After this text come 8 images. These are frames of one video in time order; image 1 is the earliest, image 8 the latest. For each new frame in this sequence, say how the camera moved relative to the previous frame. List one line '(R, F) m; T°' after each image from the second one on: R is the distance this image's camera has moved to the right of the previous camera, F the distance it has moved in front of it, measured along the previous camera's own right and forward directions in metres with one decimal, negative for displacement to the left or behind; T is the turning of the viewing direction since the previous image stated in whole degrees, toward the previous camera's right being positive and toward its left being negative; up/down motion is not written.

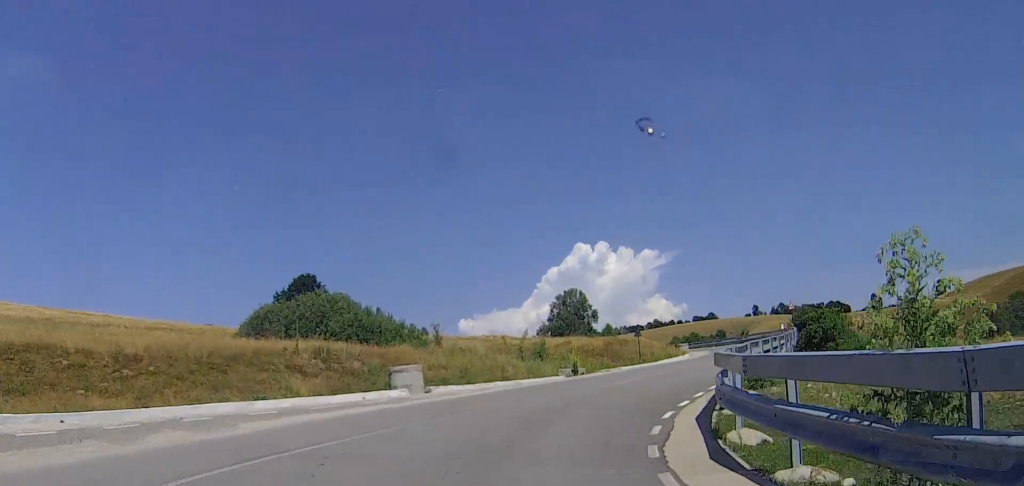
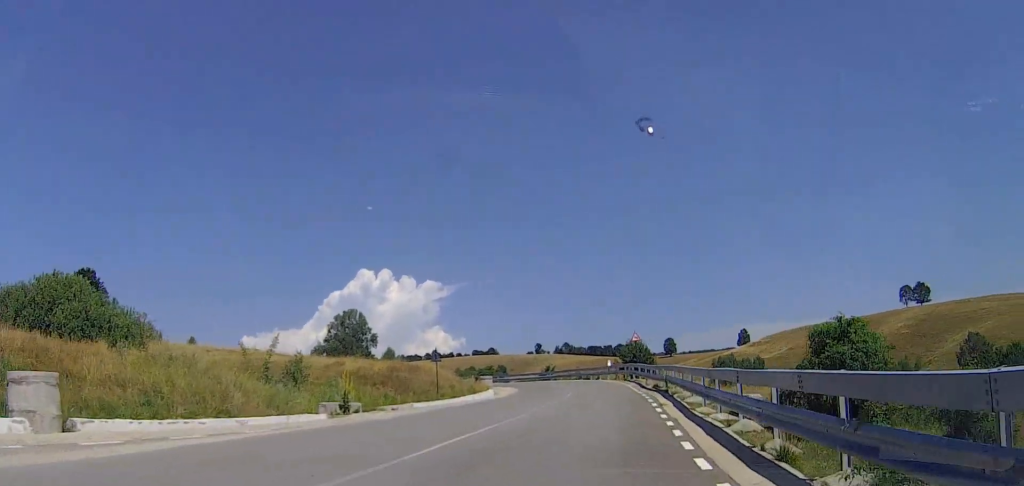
(+1.4, +11.1) m; +16°
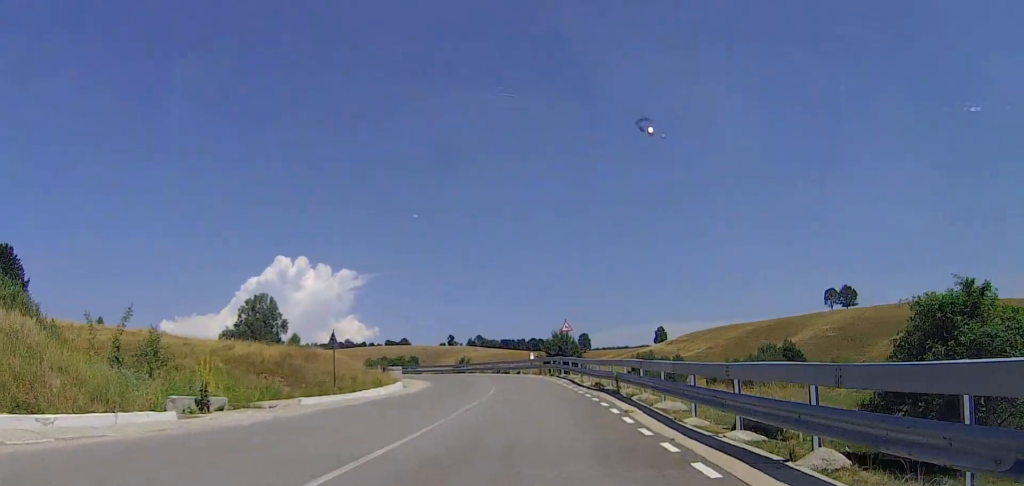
(+0.3, +5.1) m; +7°
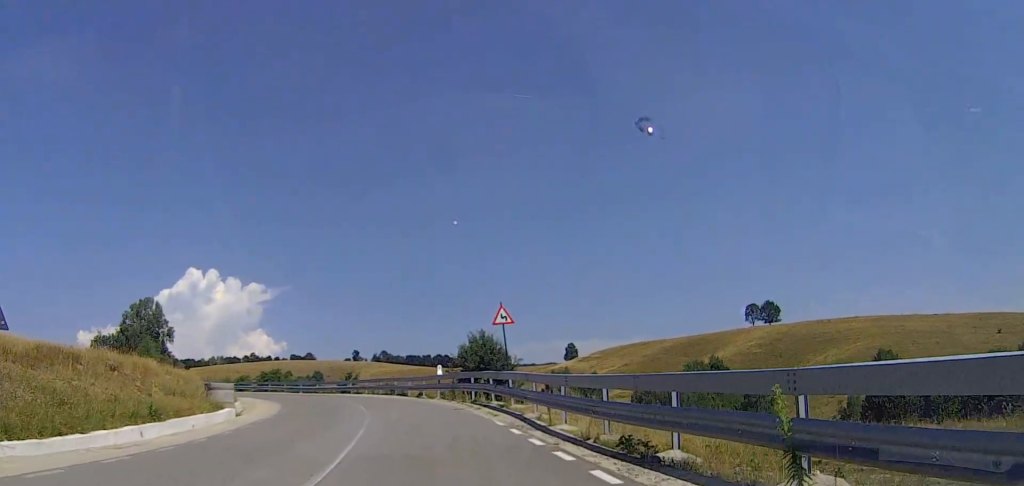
(+1.5, +15.0) m; +6°
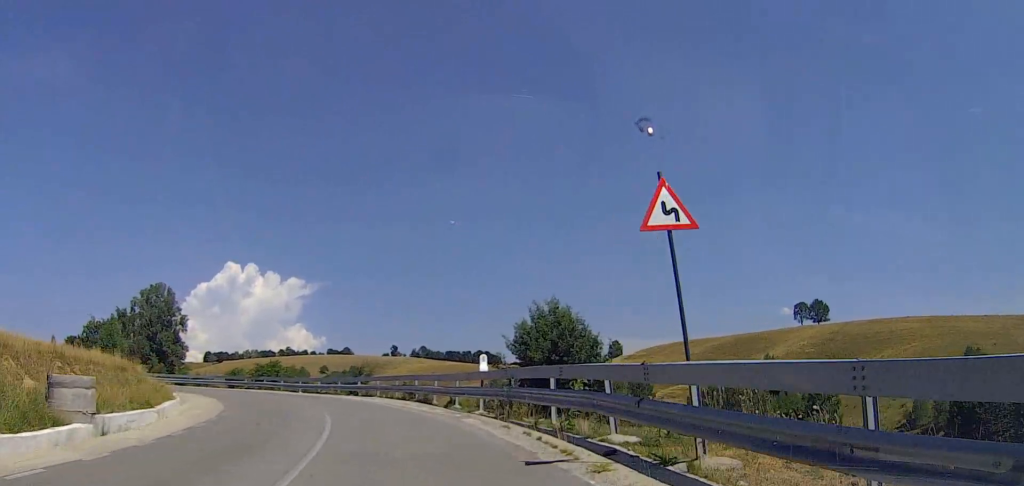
(0.0, +13.0) m; 0°
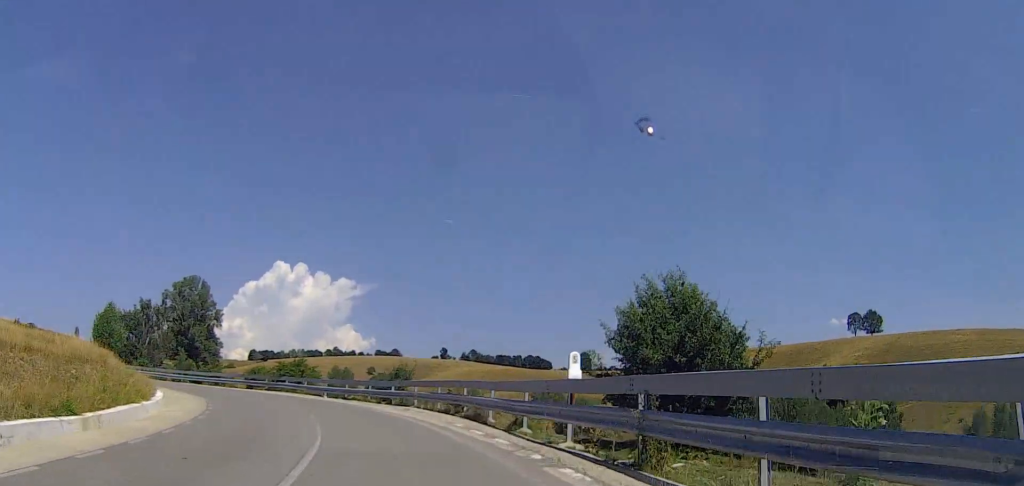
(0.0, +6.7) m; -1°
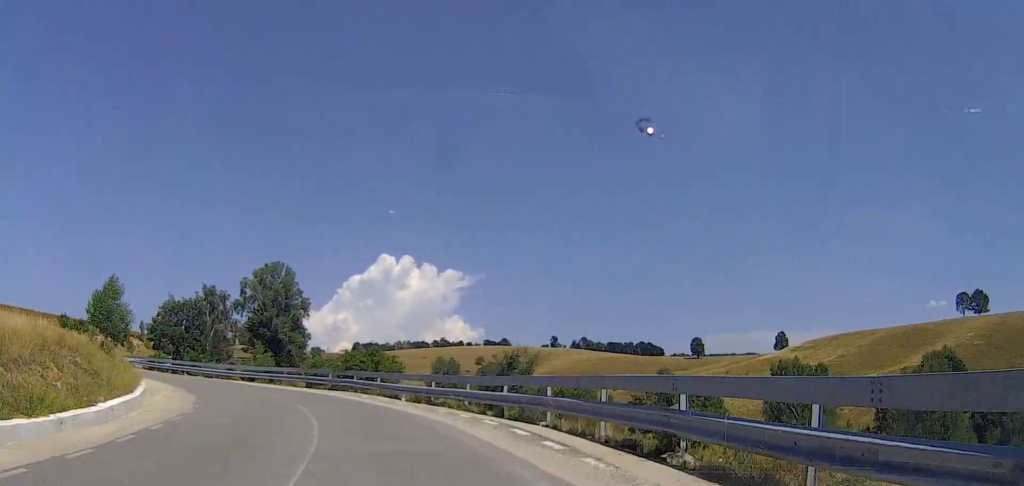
(-0.1, +11.7) m; -7°
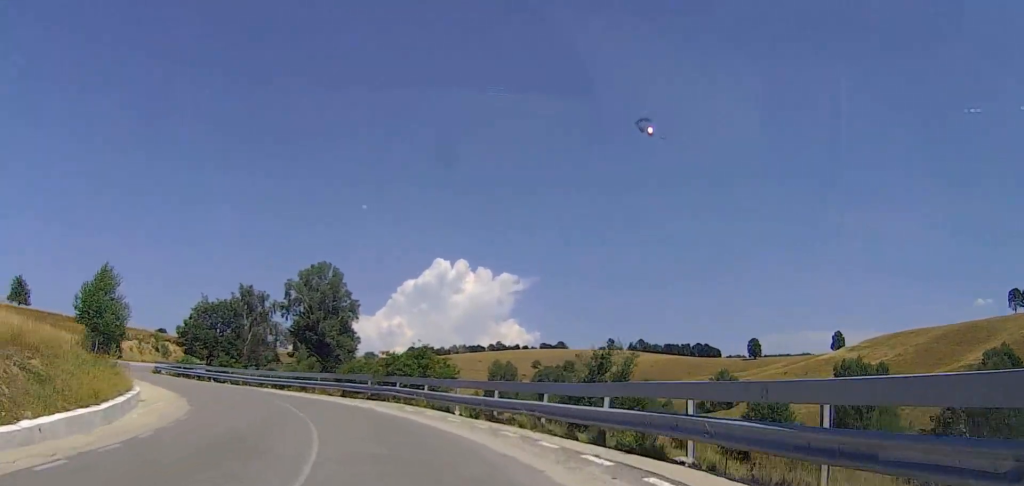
(-0.5, +5.5) m; -6°
